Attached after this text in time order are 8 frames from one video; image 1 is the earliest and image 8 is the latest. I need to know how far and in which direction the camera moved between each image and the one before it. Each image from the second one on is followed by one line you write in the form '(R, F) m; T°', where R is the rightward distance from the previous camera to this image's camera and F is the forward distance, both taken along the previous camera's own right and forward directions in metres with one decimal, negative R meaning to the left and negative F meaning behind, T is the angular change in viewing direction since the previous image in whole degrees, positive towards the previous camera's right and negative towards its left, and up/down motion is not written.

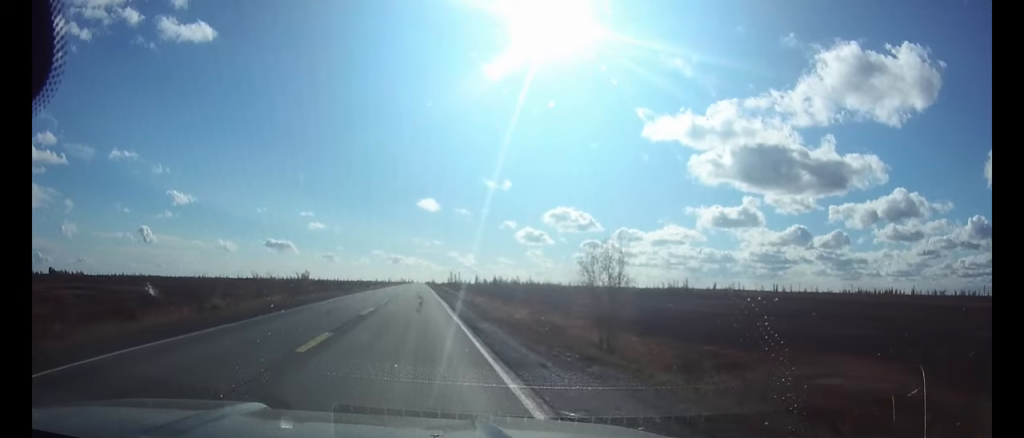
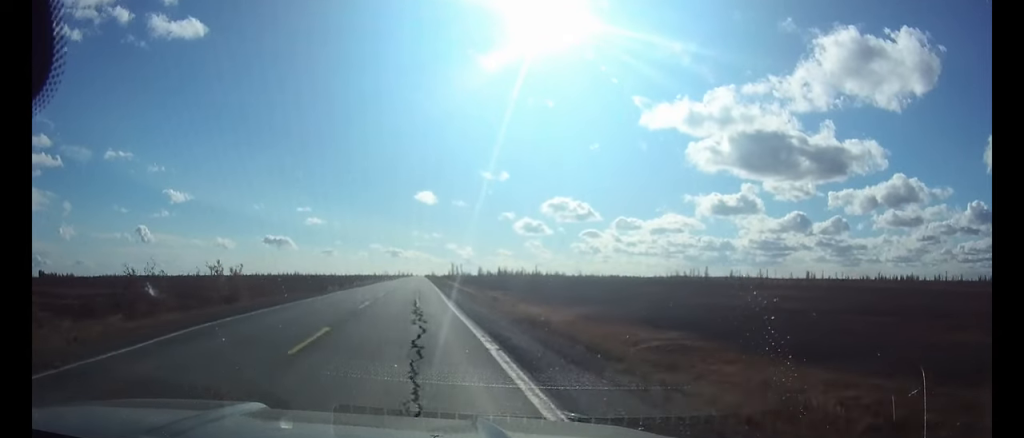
(0.0, +24.6) m; 0°
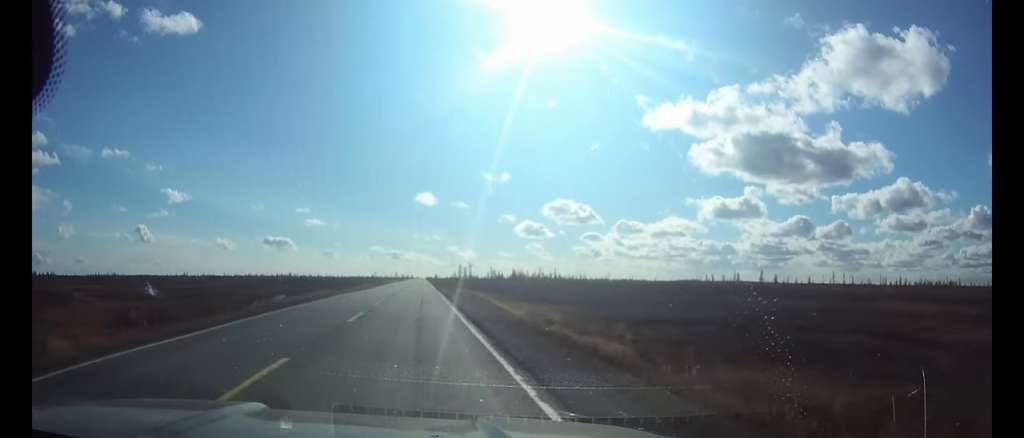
(-0.1, +55.5) m; 0°
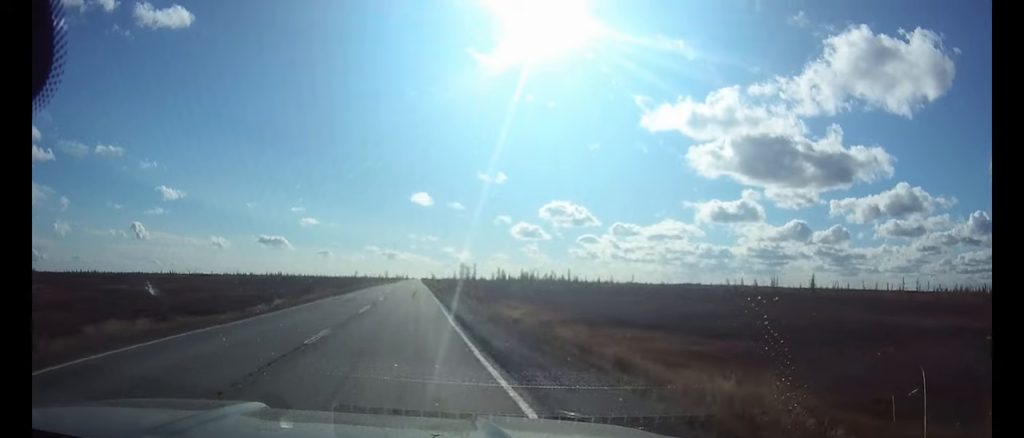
(0.0, +44.4) m; 0°
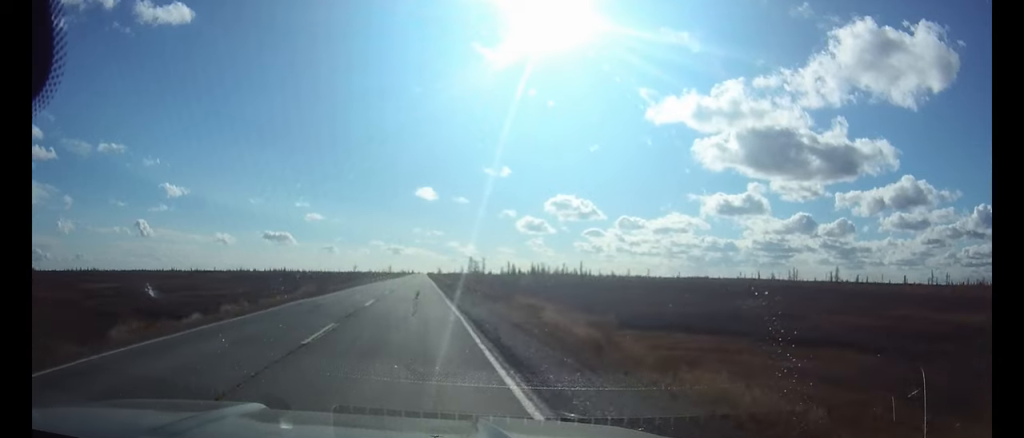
(0.0, +12.5) m; 0°
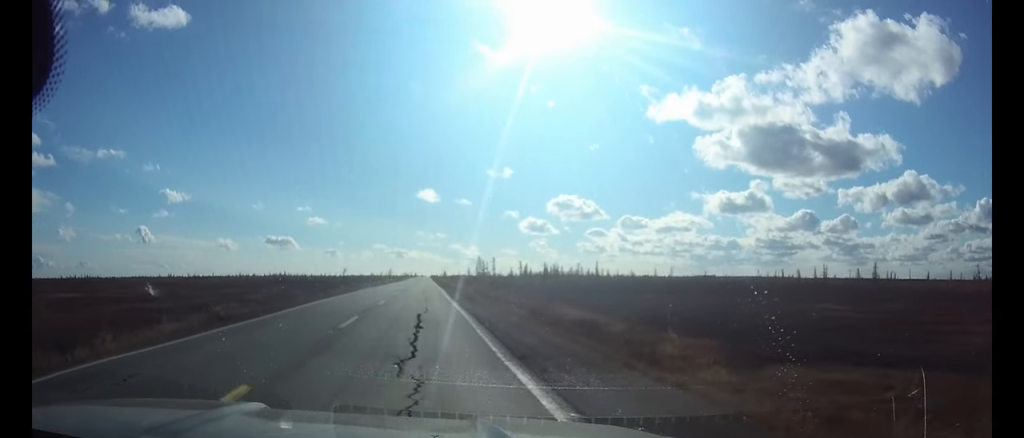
(0.0, +21.7) m; 0°
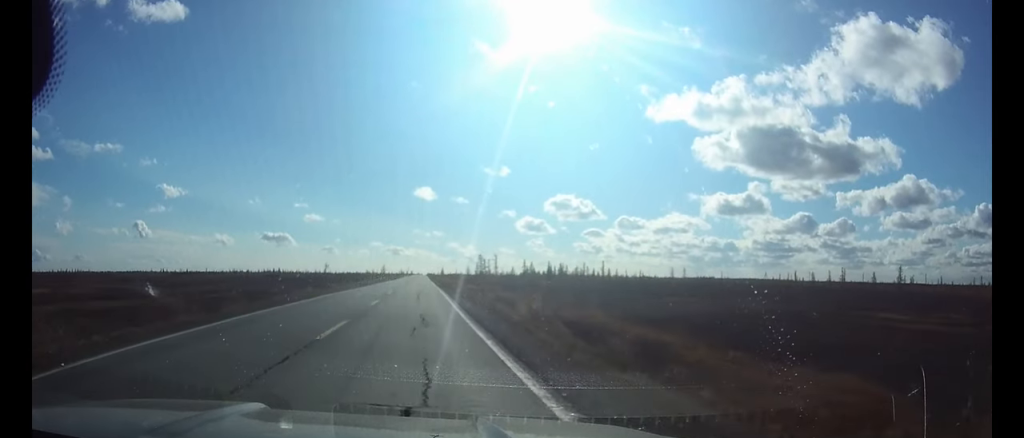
(0.0, +14.6) m; 0°
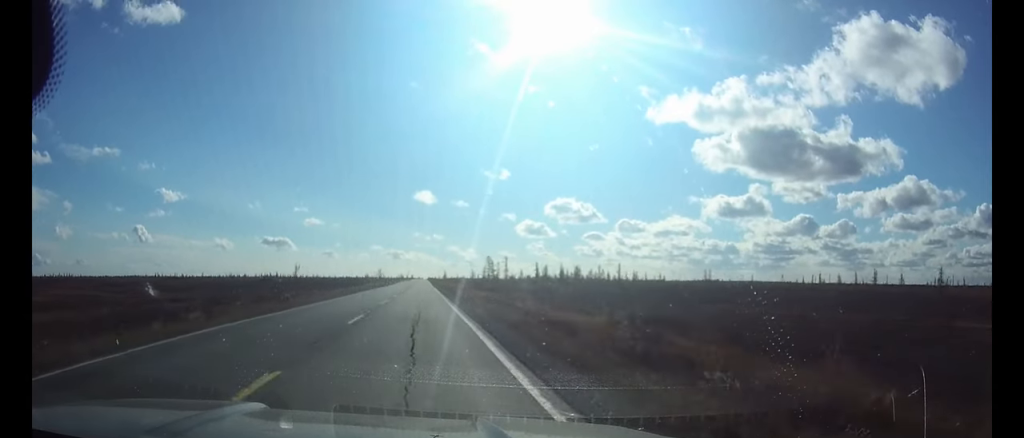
(0.0, +20.4) m; 0°
